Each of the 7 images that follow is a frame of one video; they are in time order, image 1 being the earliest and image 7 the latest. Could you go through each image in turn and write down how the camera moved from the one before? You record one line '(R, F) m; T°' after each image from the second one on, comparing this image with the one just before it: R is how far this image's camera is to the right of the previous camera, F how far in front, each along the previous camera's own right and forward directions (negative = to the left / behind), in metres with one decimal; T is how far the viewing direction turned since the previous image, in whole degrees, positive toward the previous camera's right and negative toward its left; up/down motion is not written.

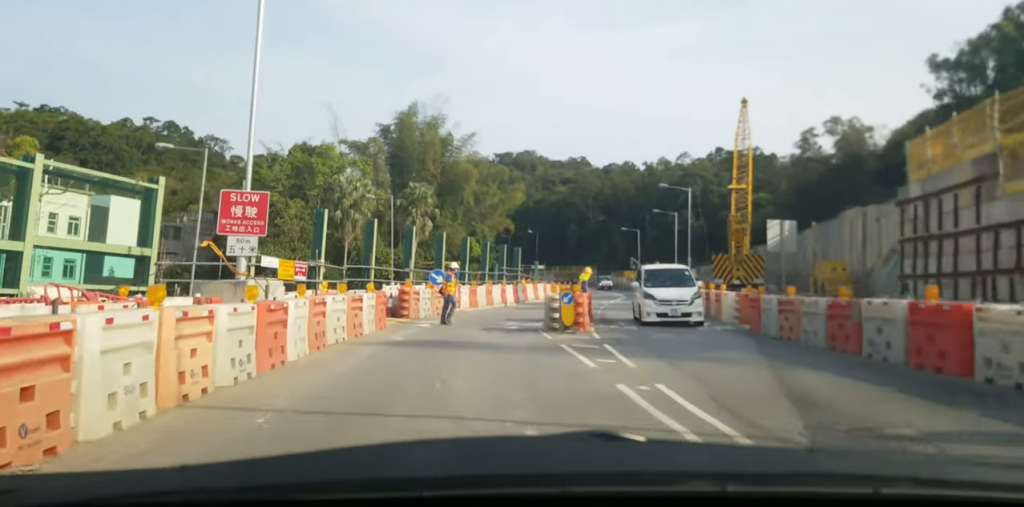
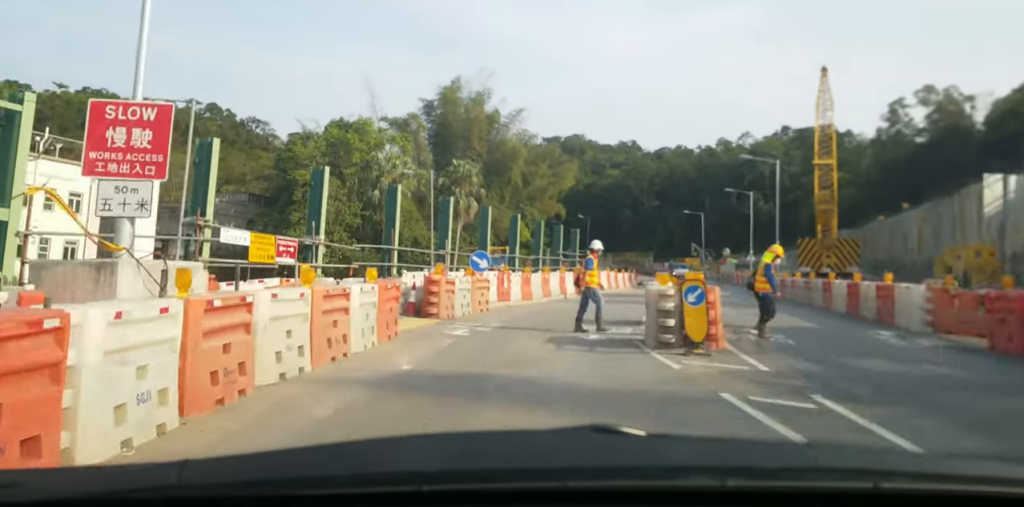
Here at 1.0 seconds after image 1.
(-0.3, +7.5) m; -3°
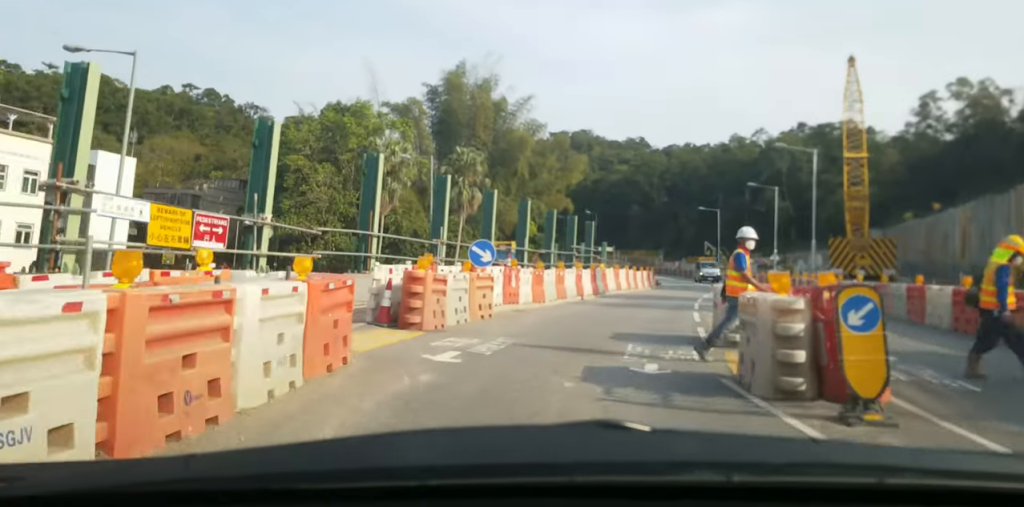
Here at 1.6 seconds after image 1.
(-0.1, +5.5) m; 0°
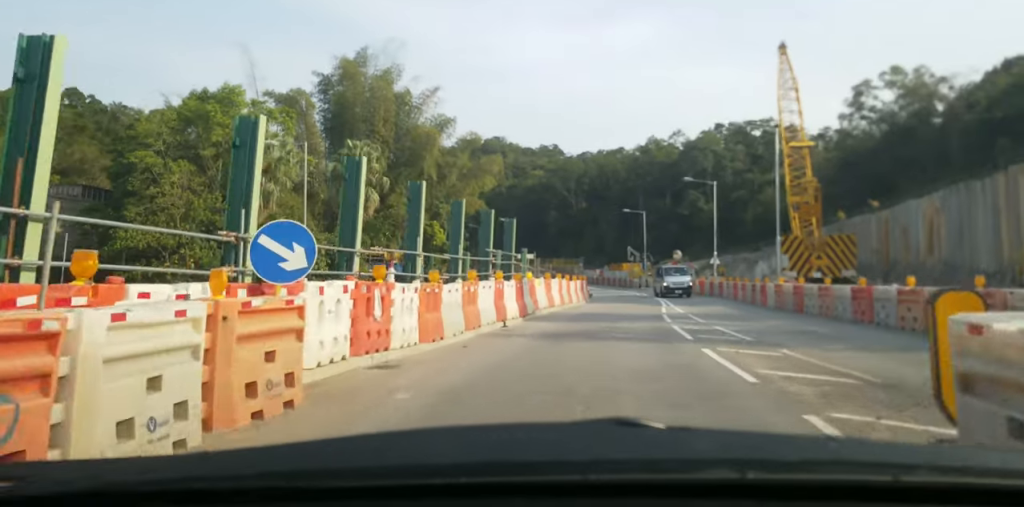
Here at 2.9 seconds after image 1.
(+0.4, +9.4) m; +5°
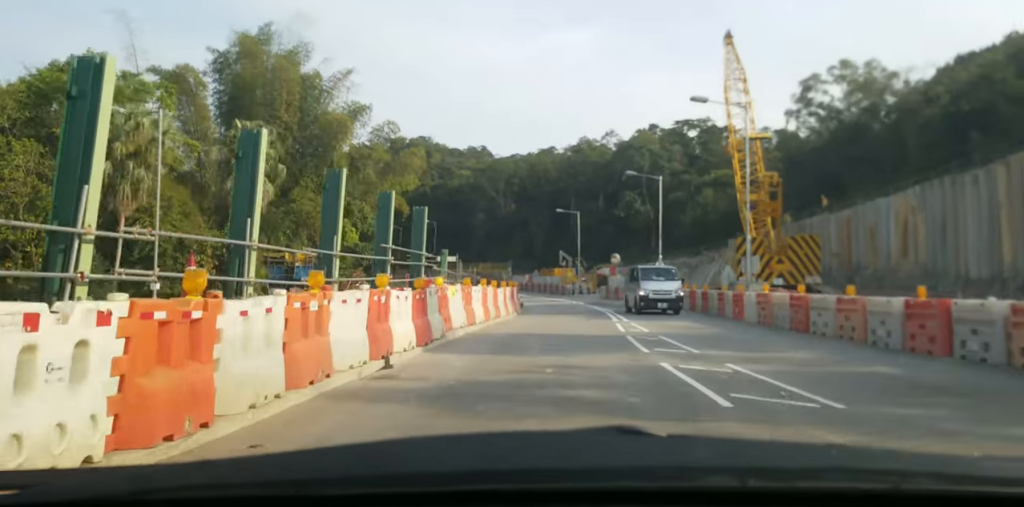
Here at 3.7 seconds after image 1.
(+0.2, +6.3) m; +4°
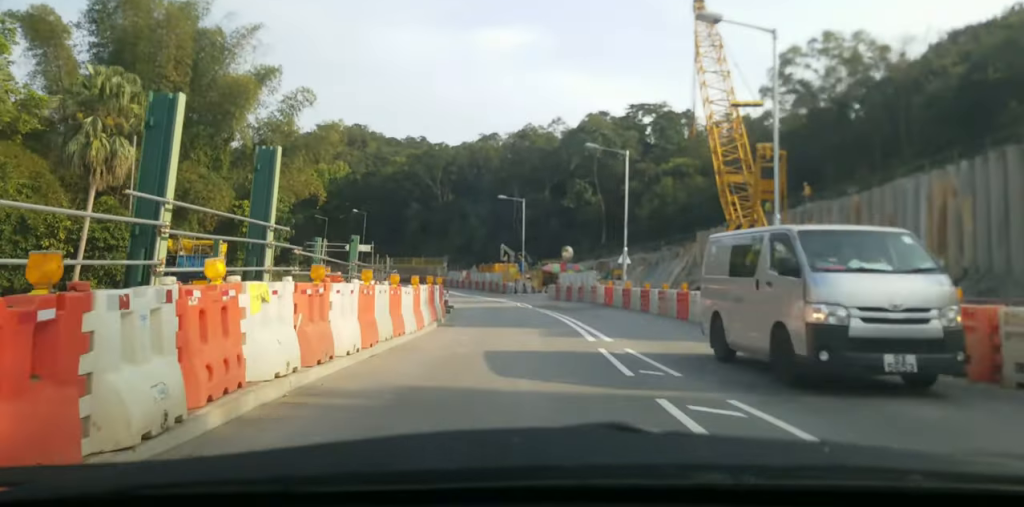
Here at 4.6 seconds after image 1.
(+0.3, +8.4) m; +4°
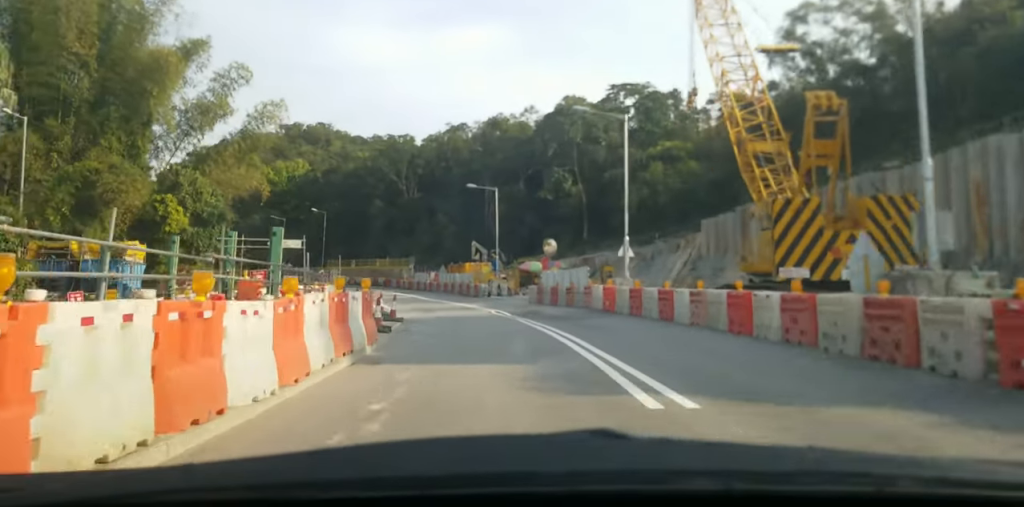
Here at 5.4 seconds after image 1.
(+0.1, +7.3) m; +2°
